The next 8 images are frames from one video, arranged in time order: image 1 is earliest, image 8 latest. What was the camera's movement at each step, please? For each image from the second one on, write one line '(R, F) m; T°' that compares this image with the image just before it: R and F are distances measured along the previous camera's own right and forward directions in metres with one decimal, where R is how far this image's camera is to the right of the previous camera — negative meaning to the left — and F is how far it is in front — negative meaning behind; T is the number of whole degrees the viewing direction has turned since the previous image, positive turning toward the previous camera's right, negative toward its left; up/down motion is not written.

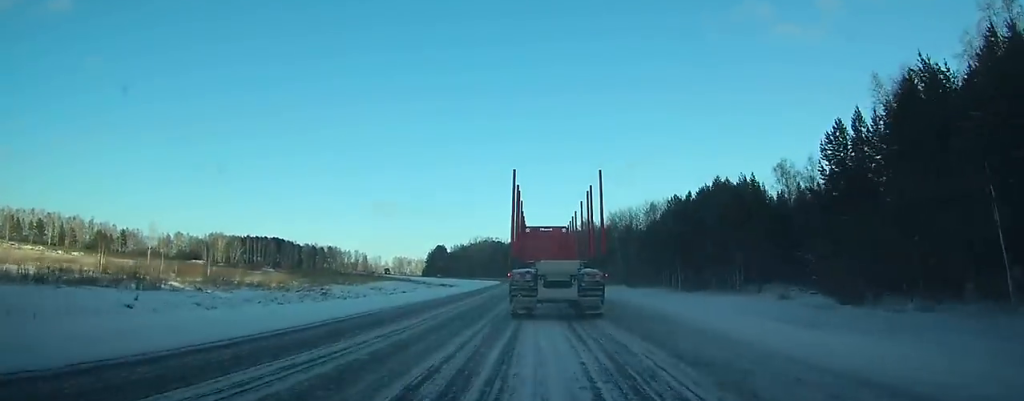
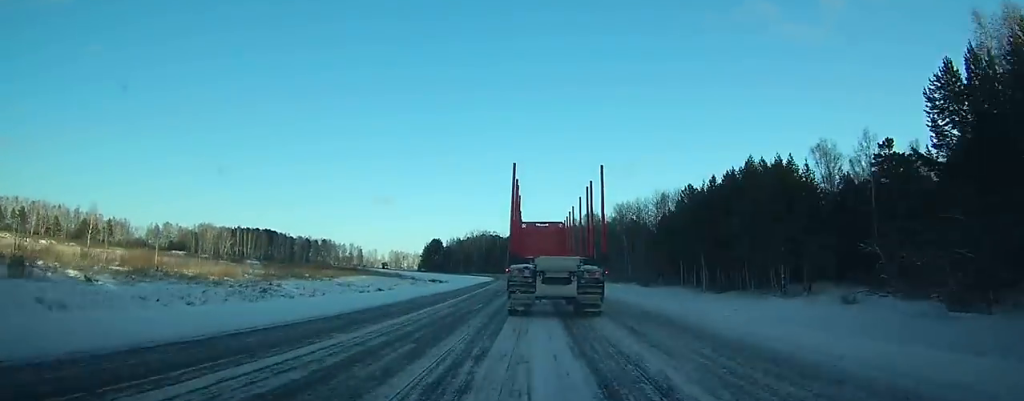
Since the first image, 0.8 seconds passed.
(+0.1, +15.0) m; 0°
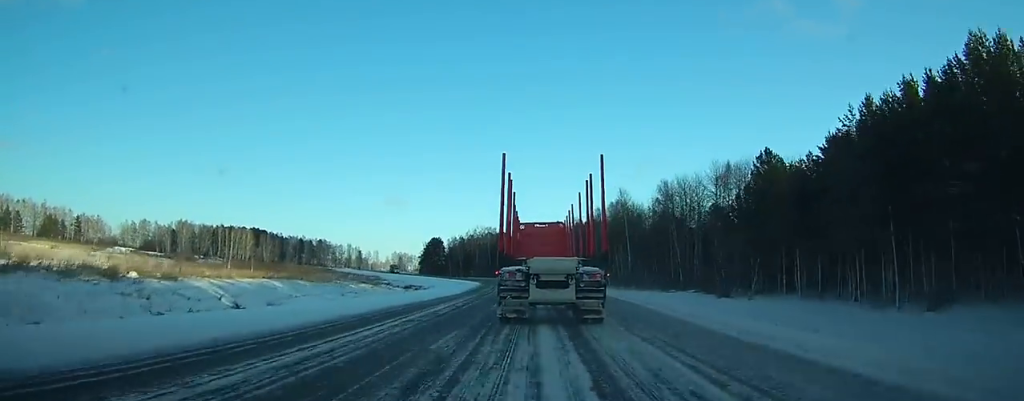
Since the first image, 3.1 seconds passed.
(-0.3, +43.5) m; -1°
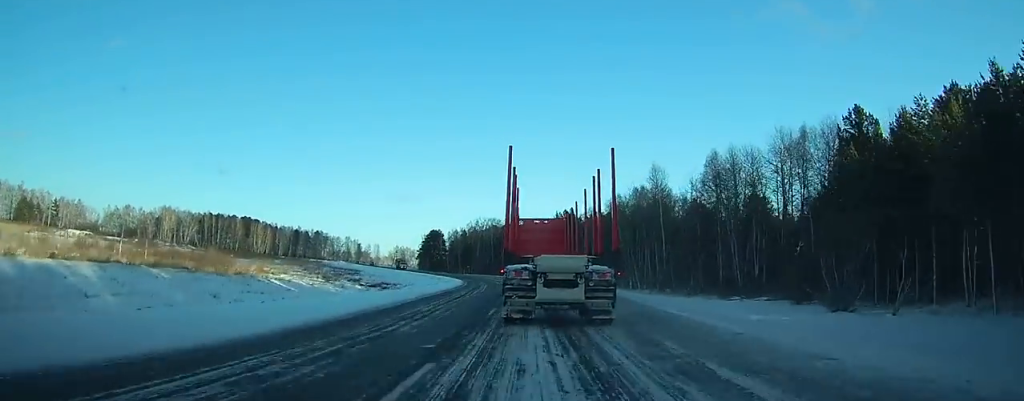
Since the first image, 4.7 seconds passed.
(-0.2, +28.2) m; -1°
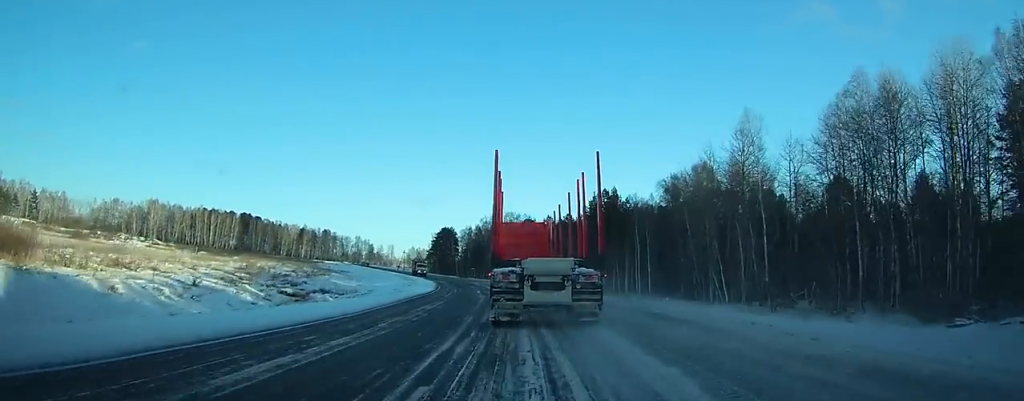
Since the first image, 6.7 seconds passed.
(-0.5, +37.6) m; -2°
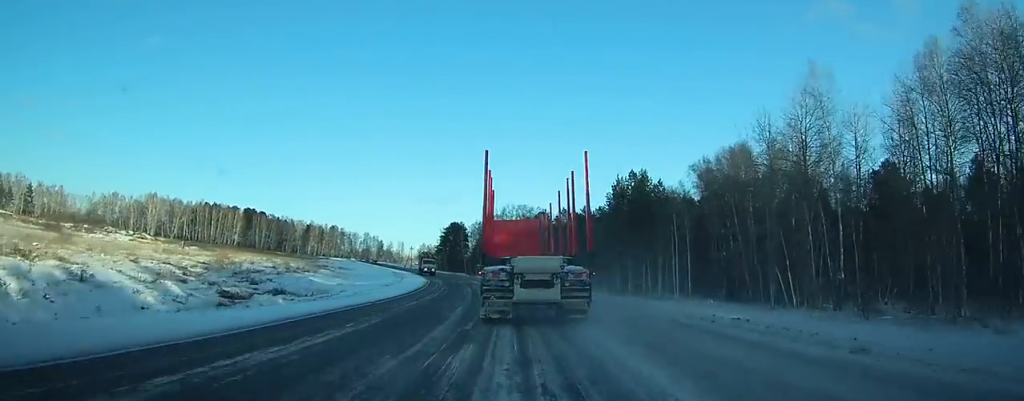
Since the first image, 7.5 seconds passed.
(0.0, +14.4) m; -1°
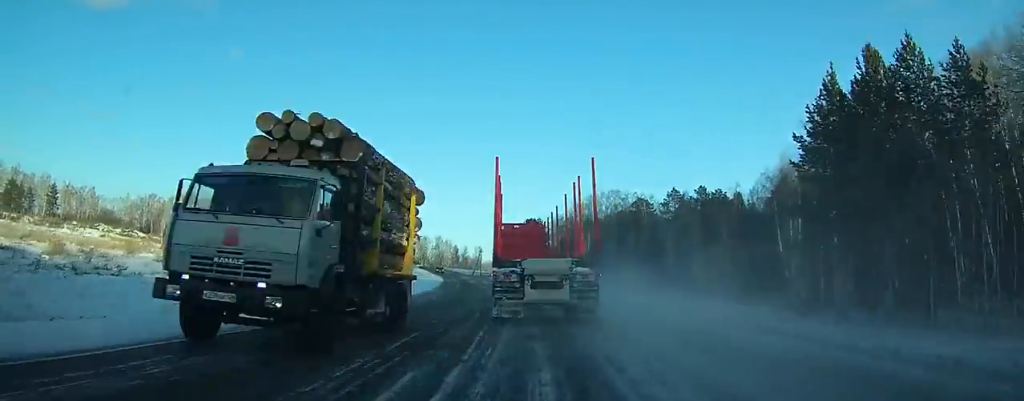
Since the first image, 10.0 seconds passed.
(-2.0, +44.8) m; -6°
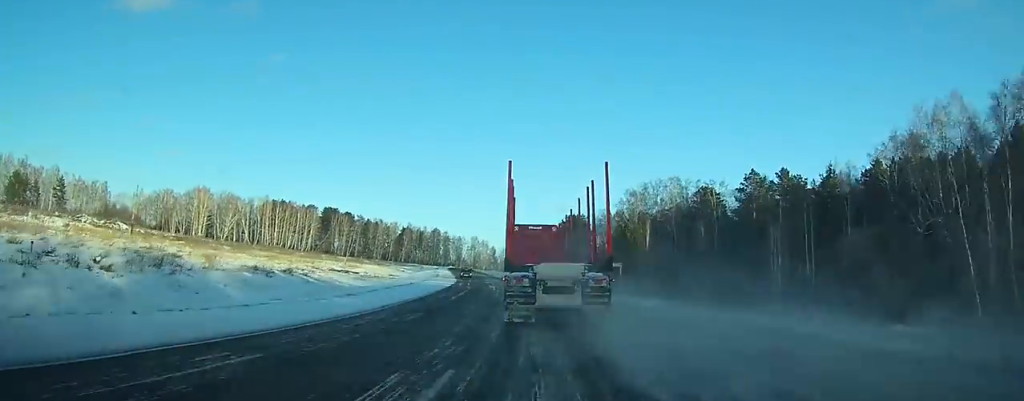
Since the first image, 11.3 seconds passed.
(-0.9, +23.6) m; -4°
